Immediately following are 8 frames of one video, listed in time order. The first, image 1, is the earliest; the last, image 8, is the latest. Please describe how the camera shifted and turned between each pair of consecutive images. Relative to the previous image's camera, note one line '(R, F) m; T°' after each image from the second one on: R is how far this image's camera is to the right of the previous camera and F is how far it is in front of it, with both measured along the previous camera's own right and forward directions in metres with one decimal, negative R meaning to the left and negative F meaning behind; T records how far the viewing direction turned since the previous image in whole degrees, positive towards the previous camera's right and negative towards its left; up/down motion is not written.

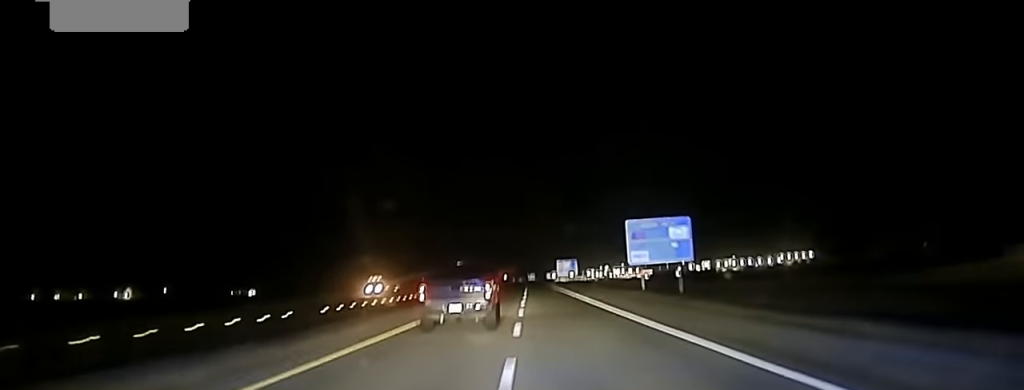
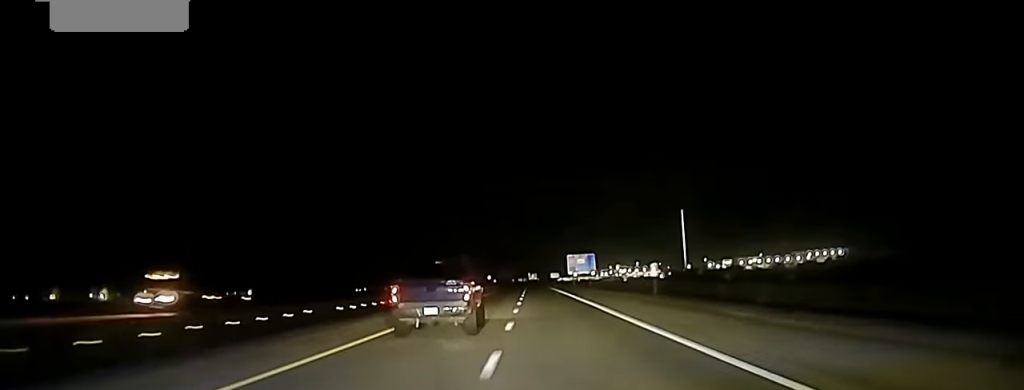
(-0.3, +63.9) m; 0°
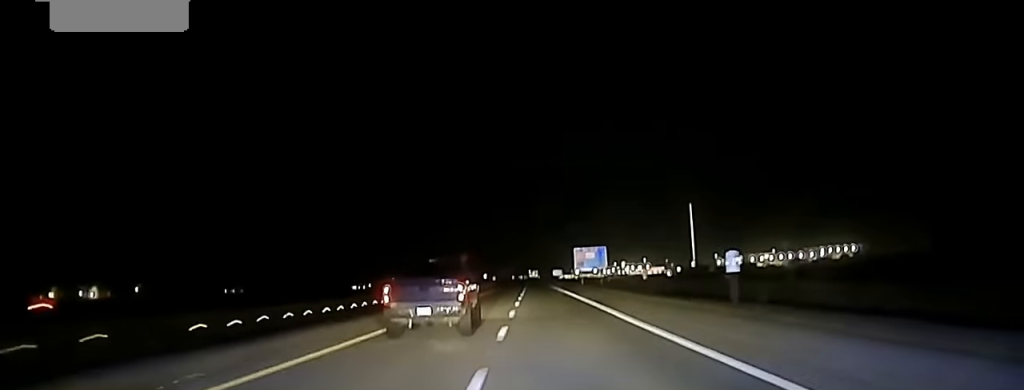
(0.0, +26.8) m; 0°
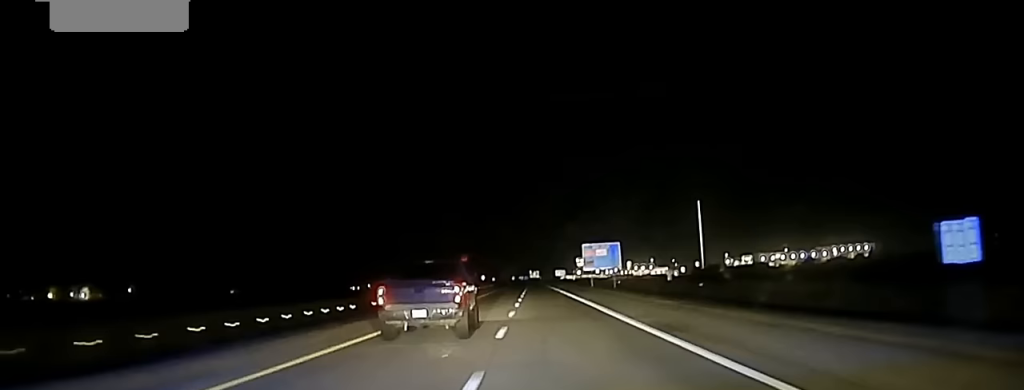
(0.0, +22.9) m; 0°
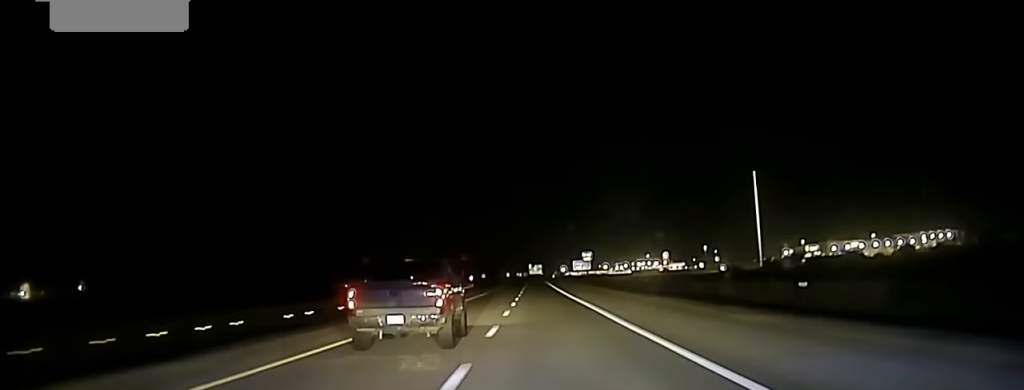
(+0.4, +130.4) m; 0°
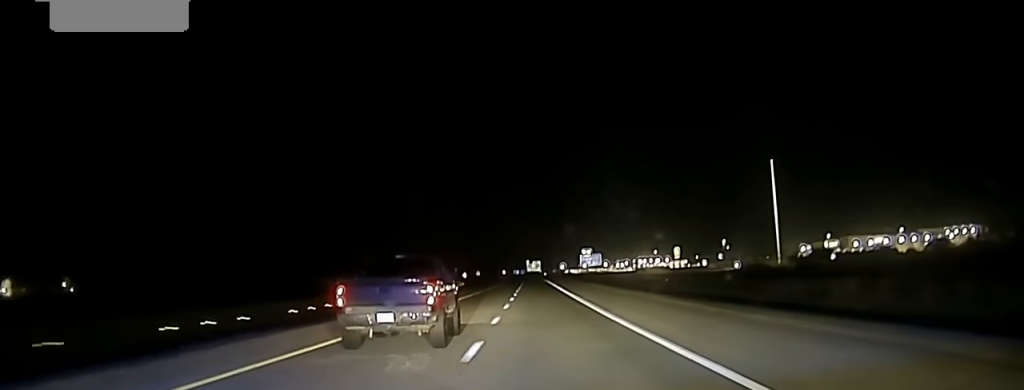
(-0.3, +31.9) m; 0°
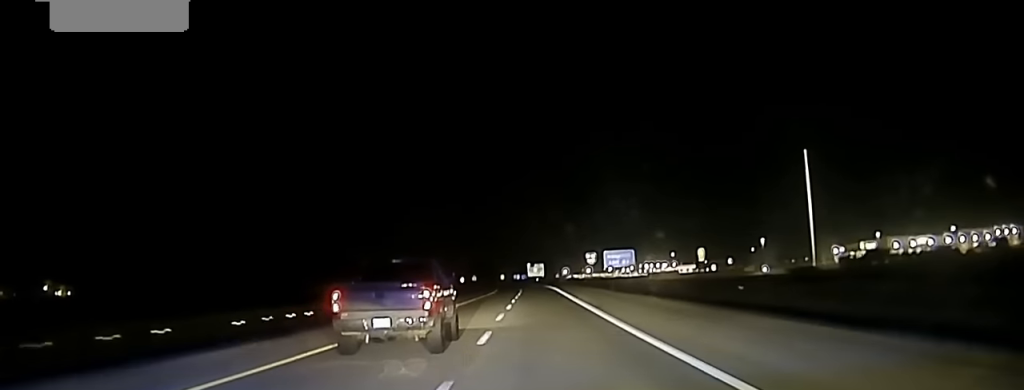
(0.0, +47.4) m; 0°
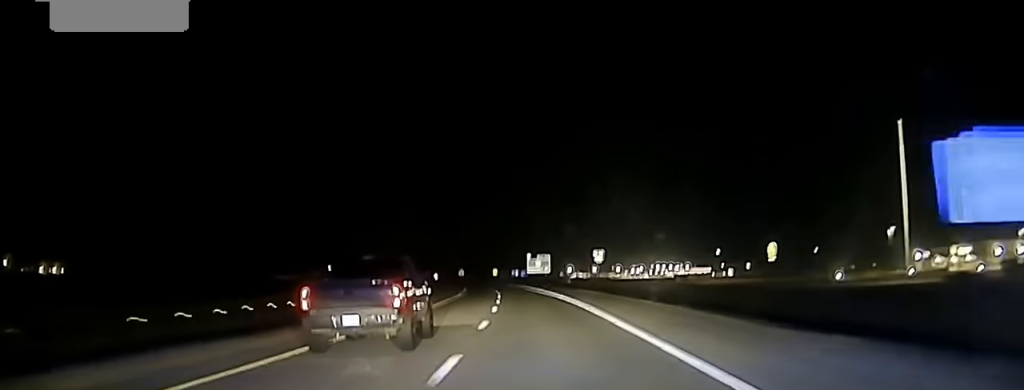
(-0.1, +77.5) m; -1°
